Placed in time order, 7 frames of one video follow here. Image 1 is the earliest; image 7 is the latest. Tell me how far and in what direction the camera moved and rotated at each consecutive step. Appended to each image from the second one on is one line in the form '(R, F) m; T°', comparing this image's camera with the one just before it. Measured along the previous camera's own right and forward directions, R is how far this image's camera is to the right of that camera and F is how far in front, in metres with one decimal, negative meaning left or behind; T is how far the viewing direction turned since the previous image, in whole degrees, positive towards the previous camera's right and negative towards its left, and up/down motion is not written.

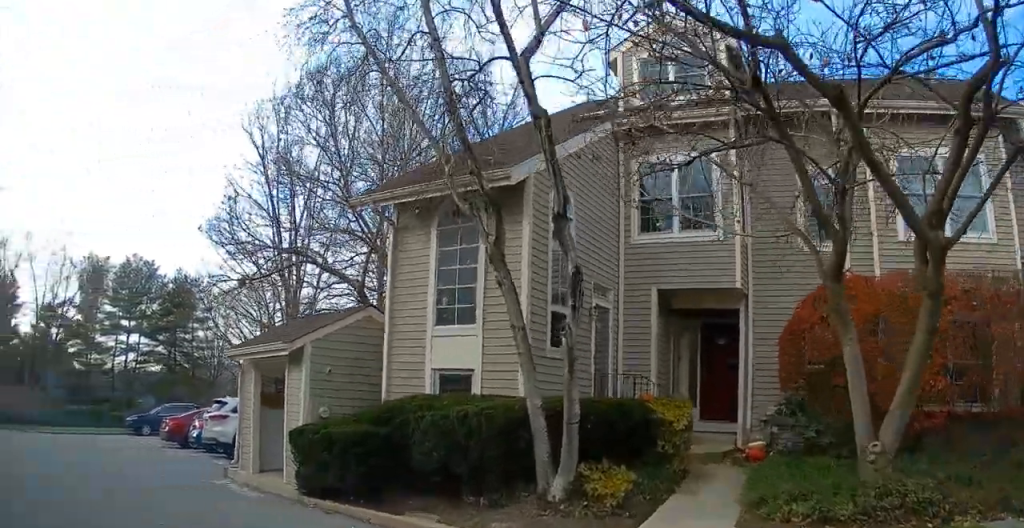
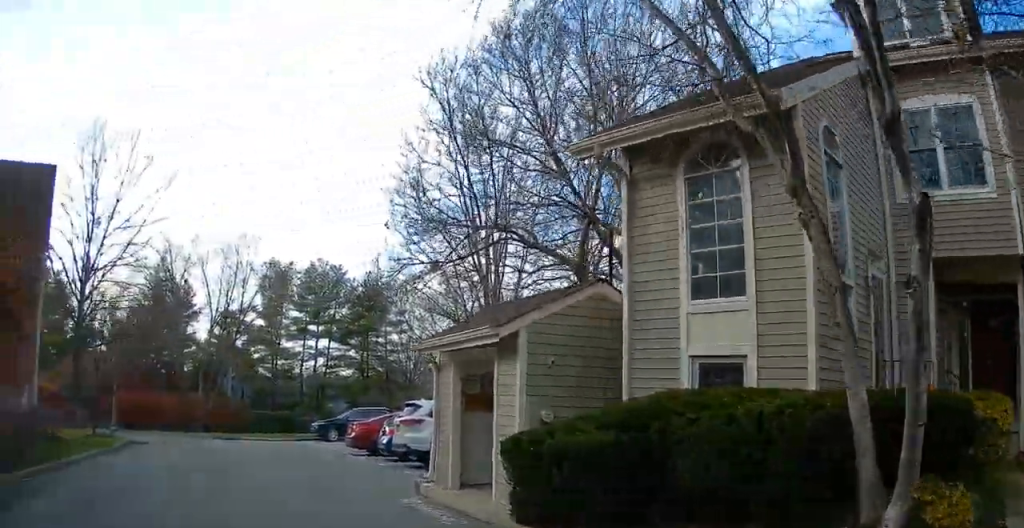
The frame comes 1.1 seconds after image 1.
(-0.2, +2.5) m; -8°
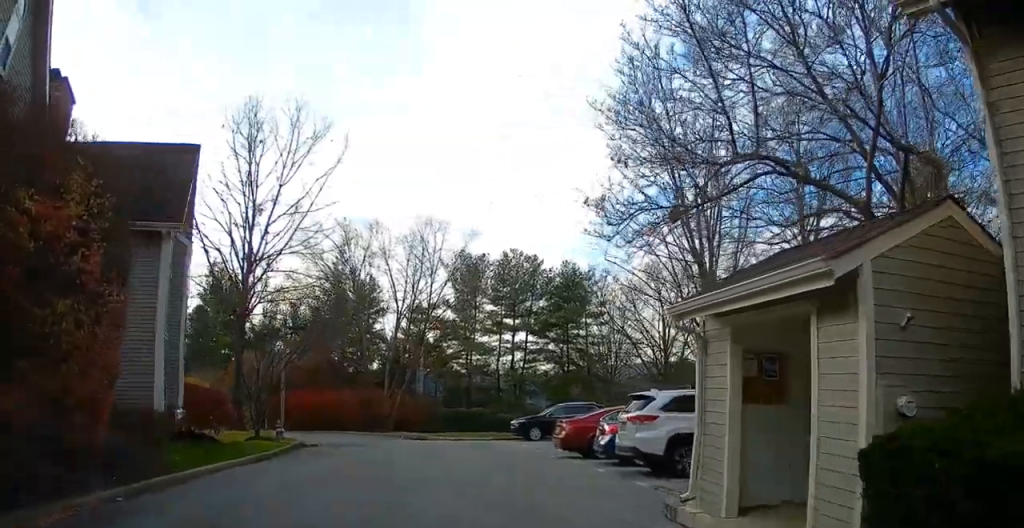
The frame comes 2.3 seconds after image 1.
(-0.2, +3.3) m; -7°
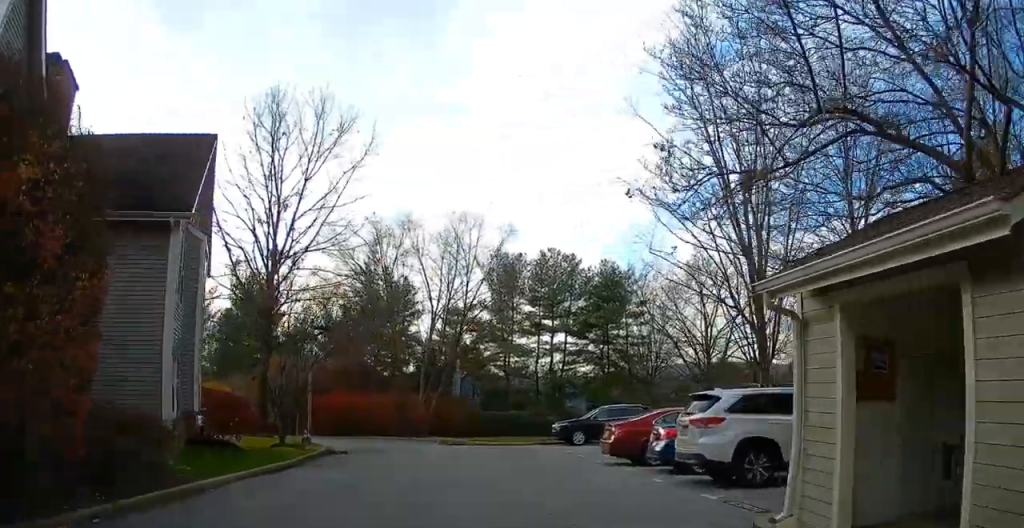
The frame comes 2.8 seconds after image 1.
(0.0, +1.5) m; -3°
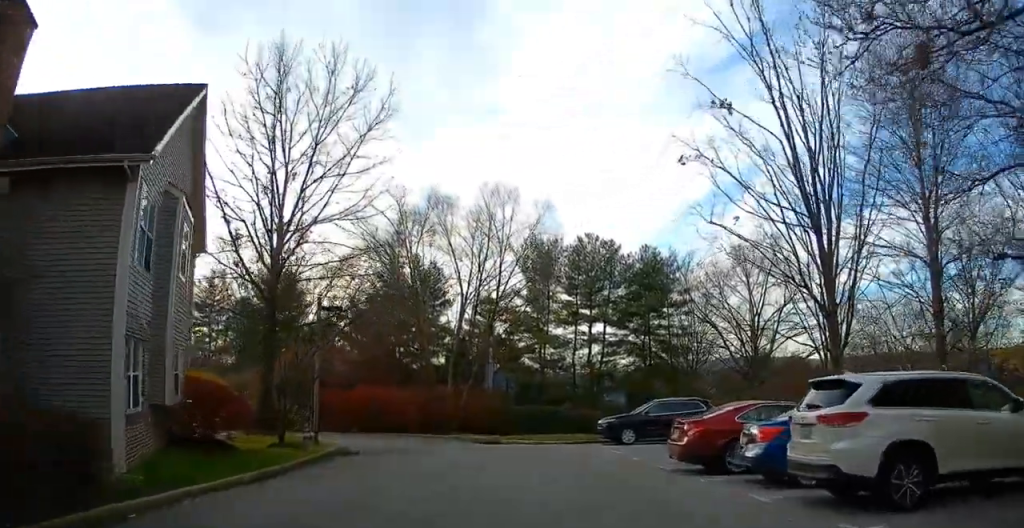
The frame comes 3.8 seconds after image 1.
(-0.2, +3.4) m; -10°
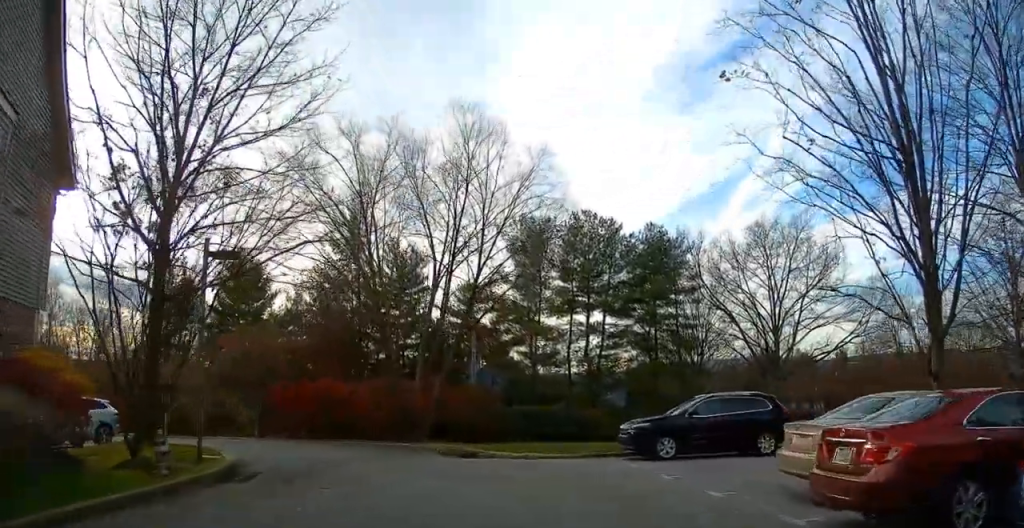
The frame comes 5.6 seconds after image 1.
(+0.1, +7.2) m; +5°
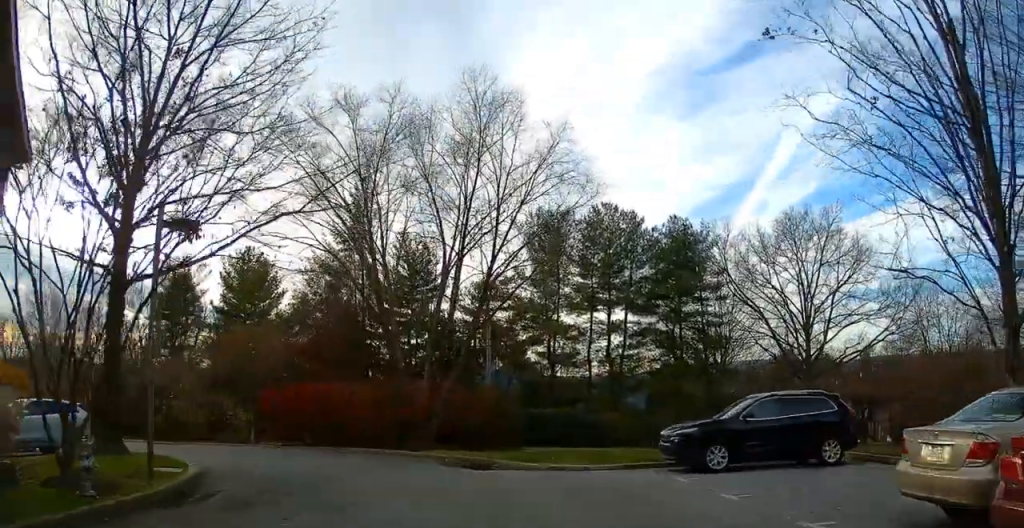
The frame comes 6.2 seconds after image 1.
(0.0, +2.9) m; -2°
